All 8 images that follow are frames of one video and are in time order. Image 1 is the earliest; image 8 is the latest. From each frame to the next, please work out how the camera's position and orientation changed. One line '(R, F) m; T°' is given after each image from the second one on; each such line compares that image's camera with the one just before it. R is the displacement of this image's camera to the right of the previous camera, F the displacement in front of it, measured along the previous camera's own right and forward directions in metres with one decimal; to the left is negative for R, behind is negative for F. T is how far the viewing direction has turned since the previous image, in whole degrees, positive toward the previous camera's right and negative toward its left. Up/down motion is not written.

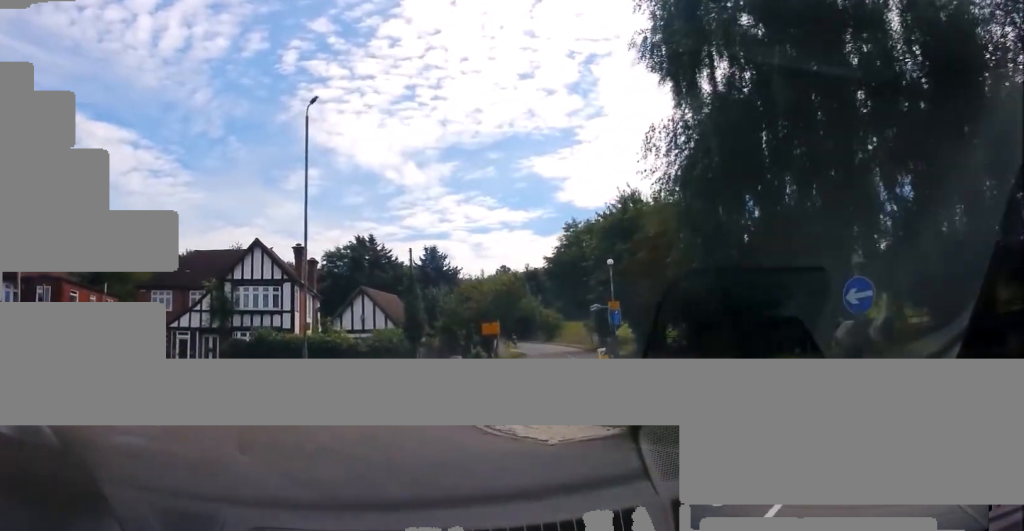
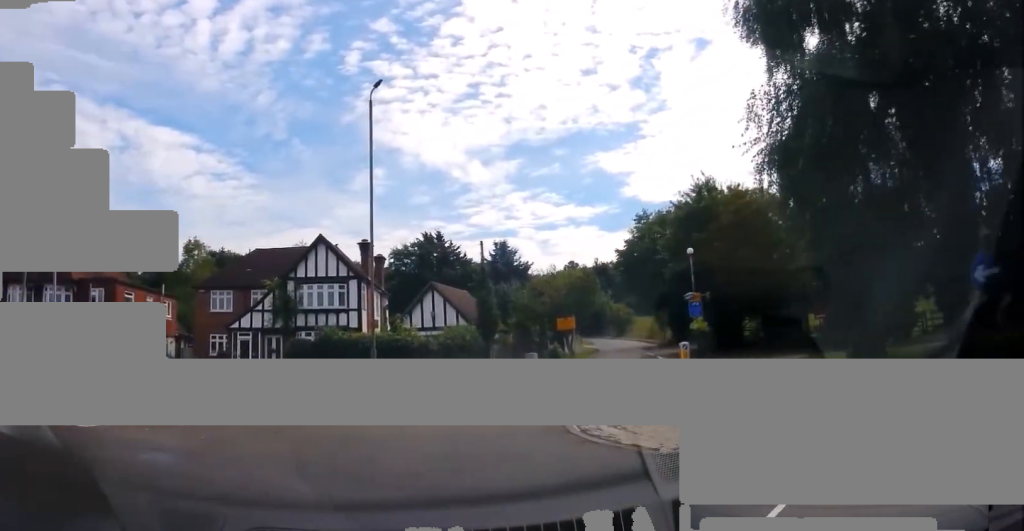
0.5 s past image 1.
(0.0, +1.3) m; -2°
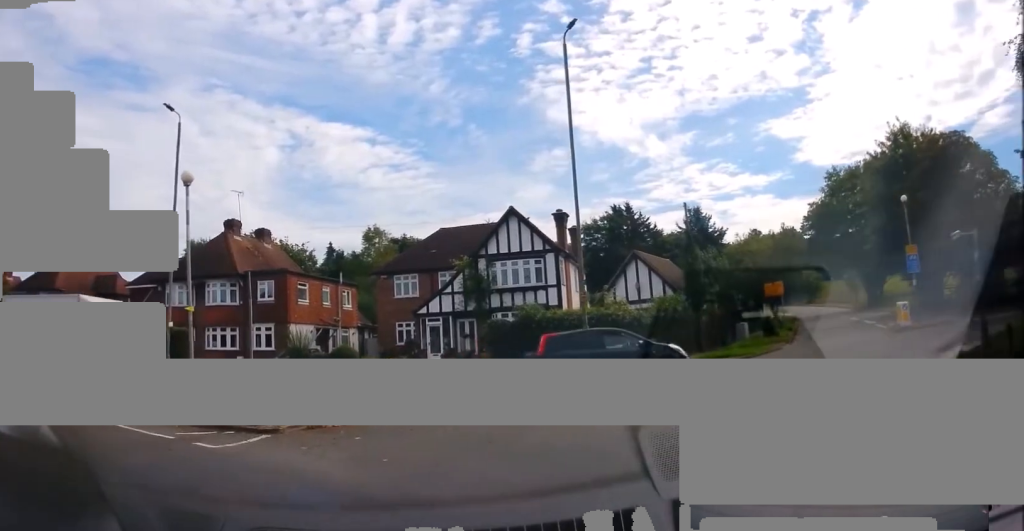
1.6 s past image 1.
(-0.1, +2.8) m; -15°
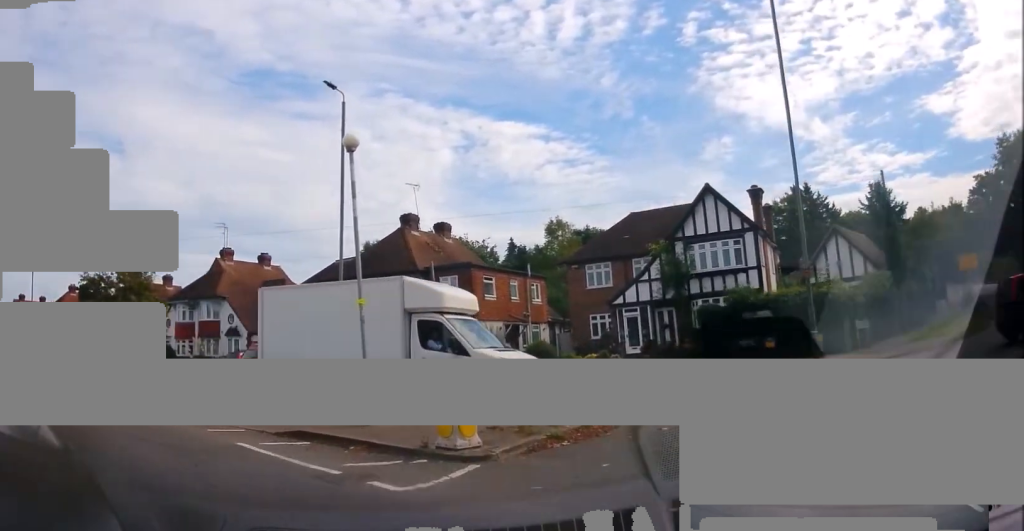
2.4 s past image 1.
(-0.4, +2.5) m; -15°
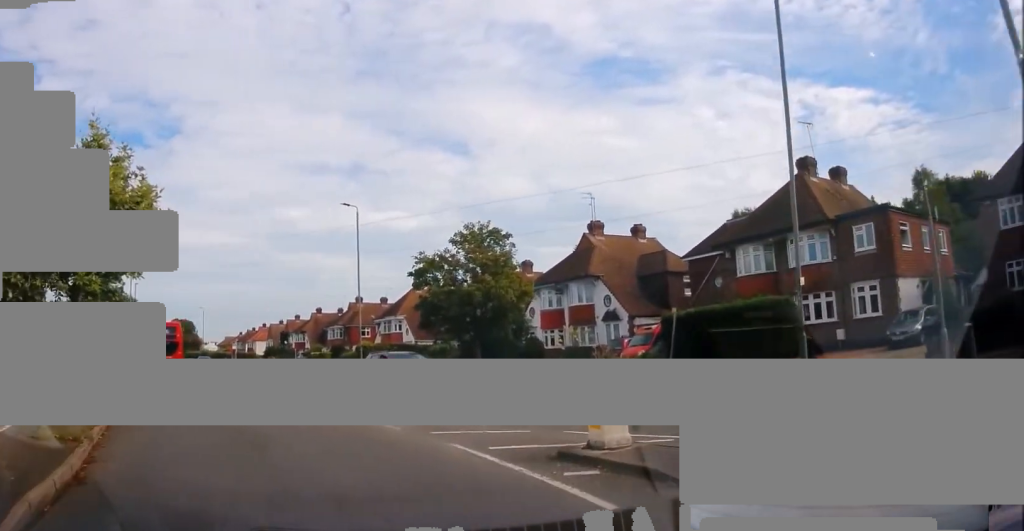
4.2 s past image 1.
(-2.4, +7.3) m; -31°
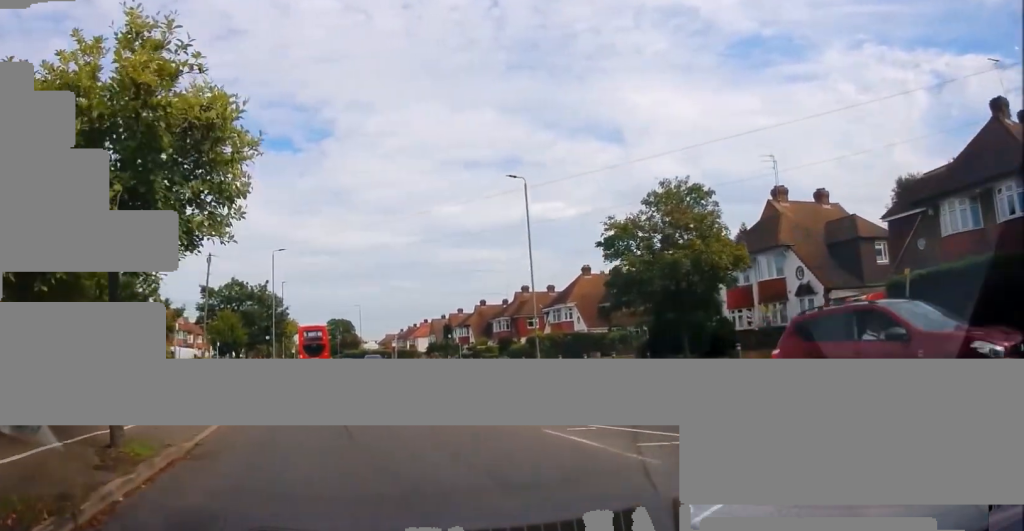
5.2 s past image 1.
(-0.6, +5.7) m; -8°
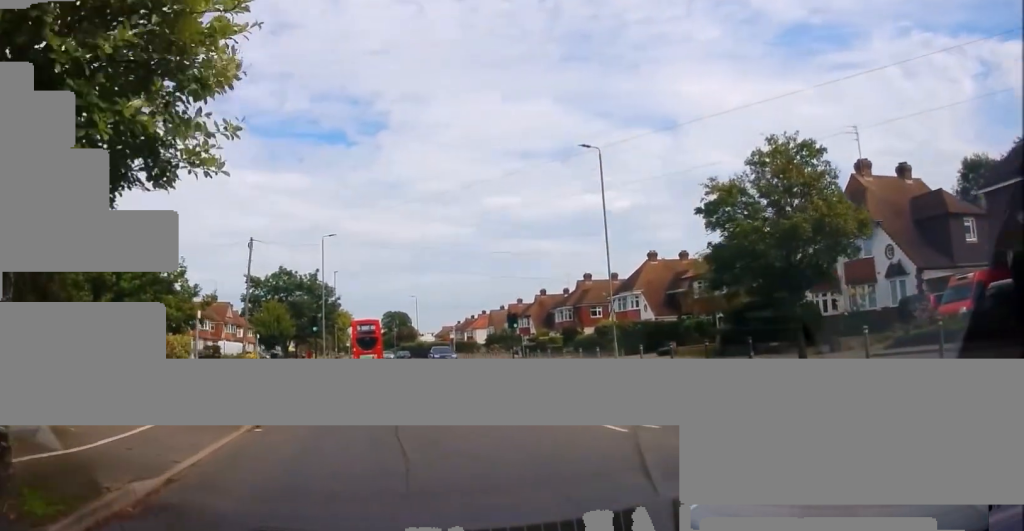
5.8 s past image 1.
(0.0, +3.8) m; -2°
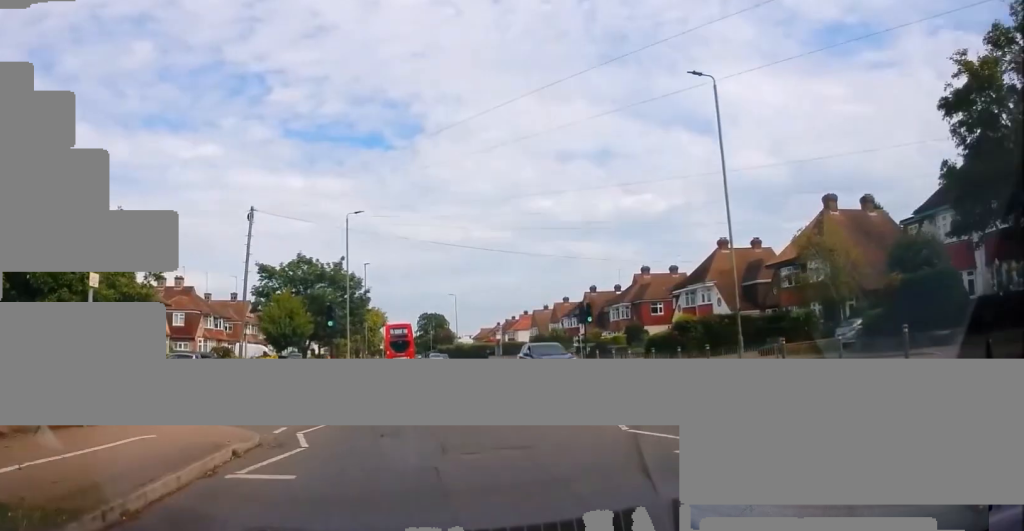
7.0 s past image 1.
(-0.1, +9.5) m; 0°
